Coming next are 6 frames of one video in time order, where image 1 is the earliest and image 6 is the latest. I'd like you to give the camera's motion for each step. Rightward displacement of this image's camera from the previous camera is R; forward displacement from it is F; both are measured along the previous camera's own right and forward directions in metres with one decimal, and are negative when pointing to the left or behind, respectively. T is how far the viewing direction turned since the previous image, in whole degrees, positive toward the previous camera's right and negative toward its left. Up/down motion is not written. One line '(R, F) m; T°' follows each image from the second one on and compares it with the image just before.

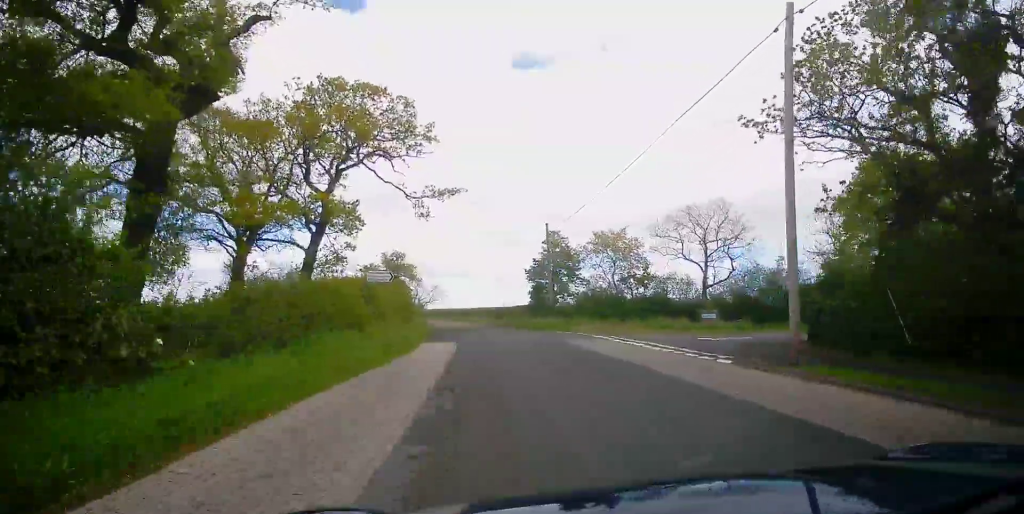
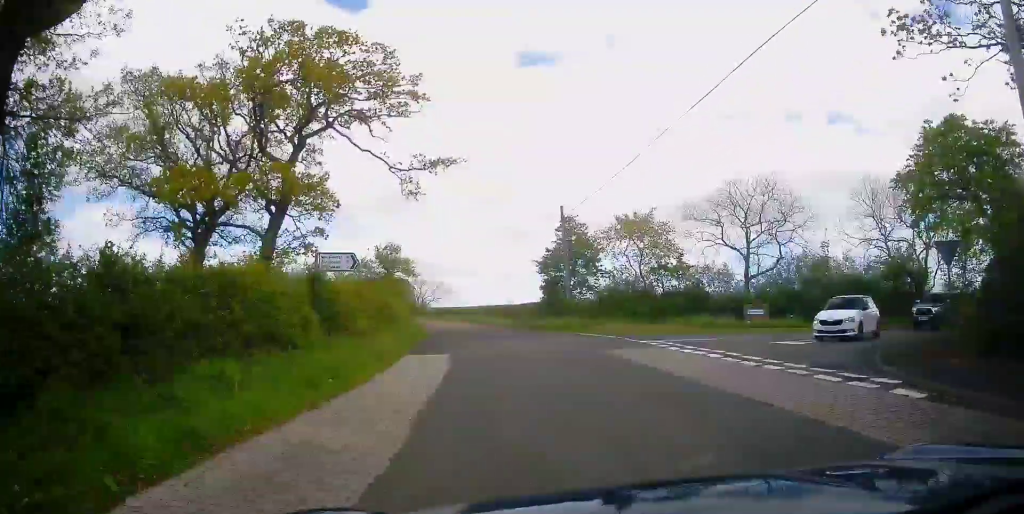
(-0.4, +7.2) m; -4°
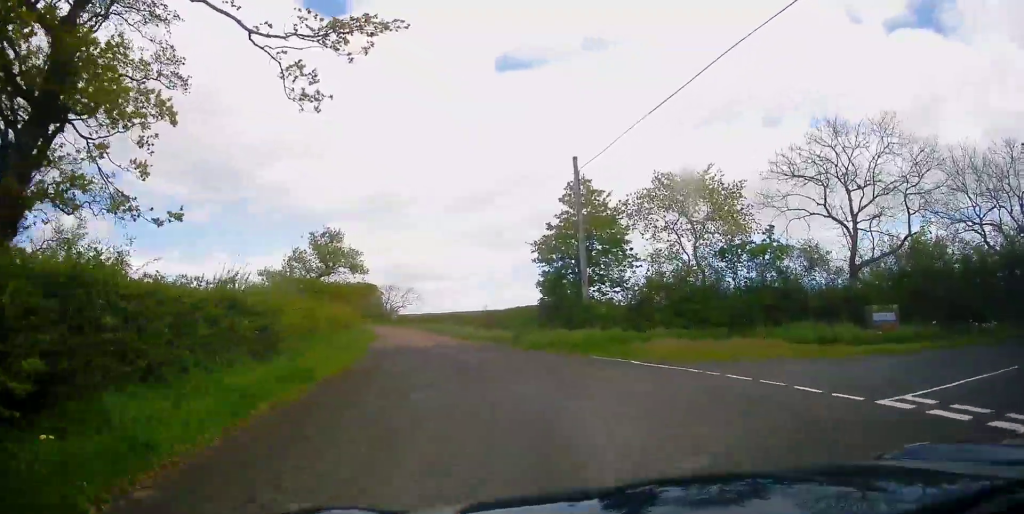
(+0.8, +14.0) m; +5°
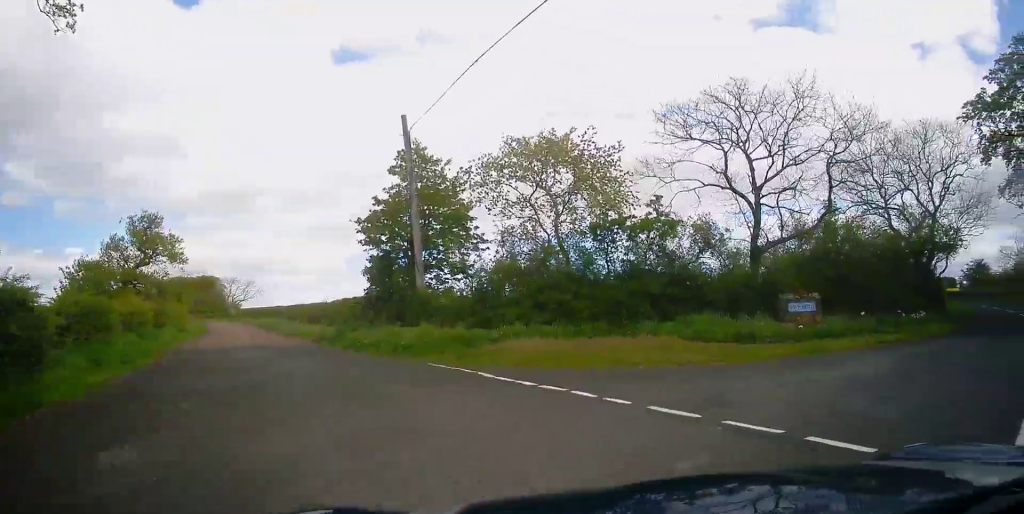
(+0.2, +4.1) m; +7°
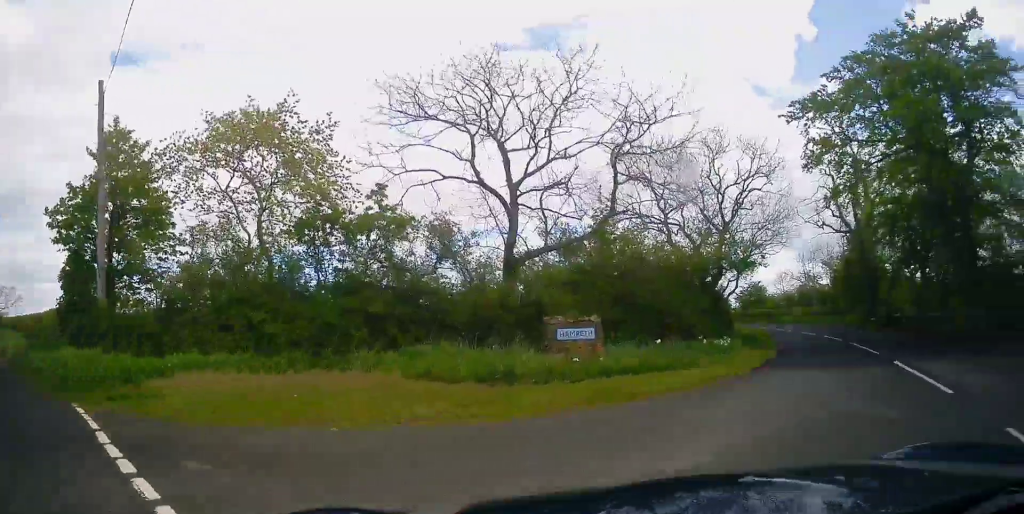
(+0.3, +3.9) m; +17°
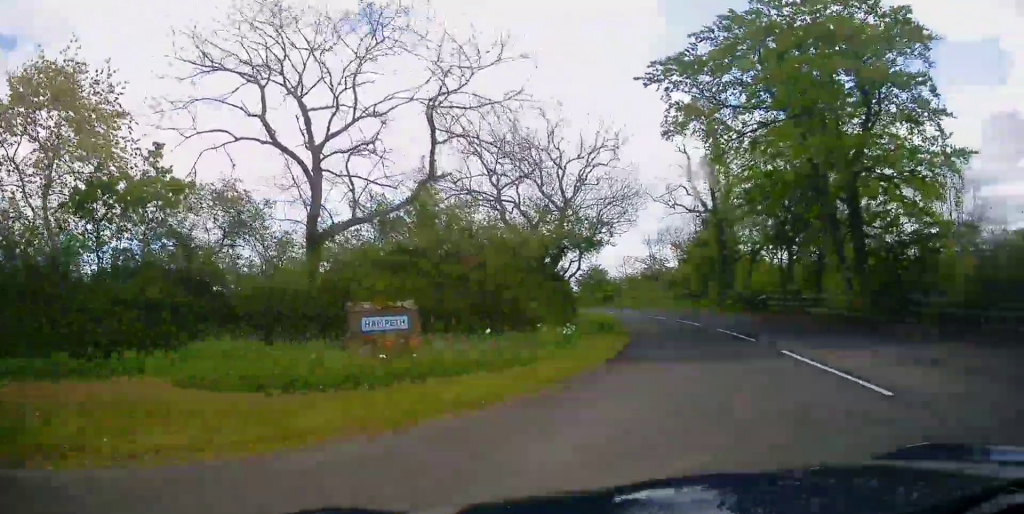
(+0.2, +2.3) m; +16°
